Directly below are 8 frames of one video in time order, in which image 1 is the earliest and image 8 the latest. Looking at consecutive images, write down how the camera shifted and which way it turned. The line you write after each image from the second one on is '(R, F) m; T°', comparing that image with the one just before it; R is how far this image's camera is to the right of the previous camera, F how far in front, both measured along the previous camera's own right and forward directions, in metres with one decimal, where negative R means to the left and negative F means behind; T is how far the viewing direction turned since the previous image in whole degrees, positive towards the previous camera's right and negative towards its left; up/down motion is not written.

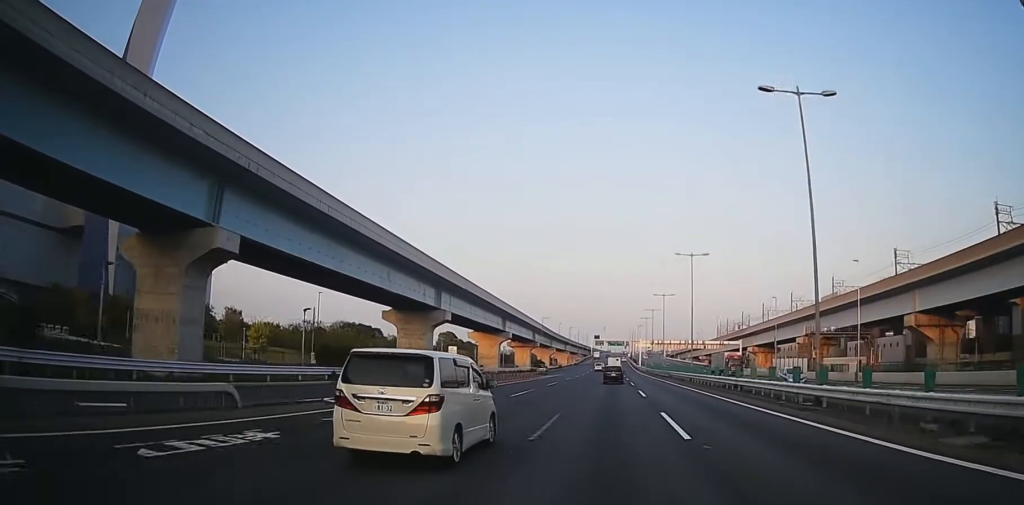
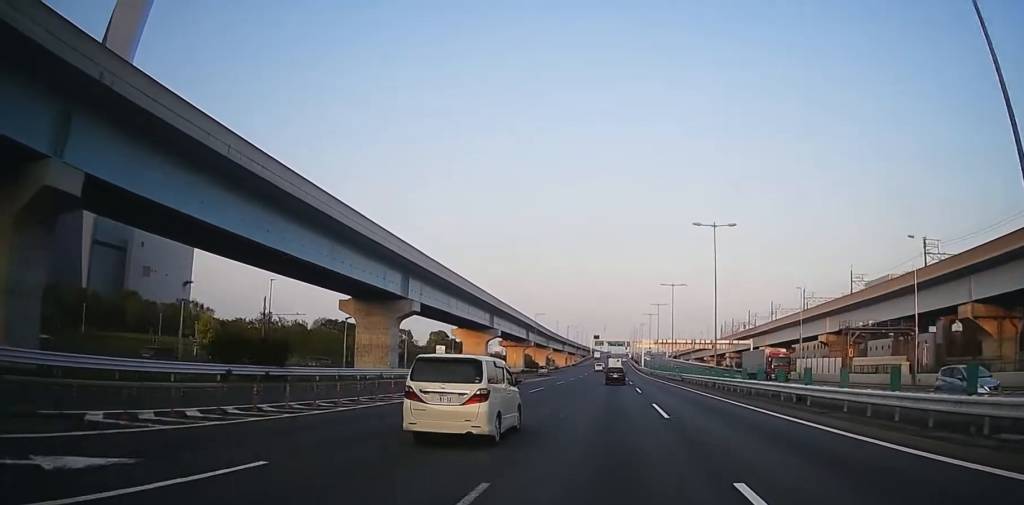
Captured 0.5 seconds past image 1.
(0.0, +11.9) m; 0°
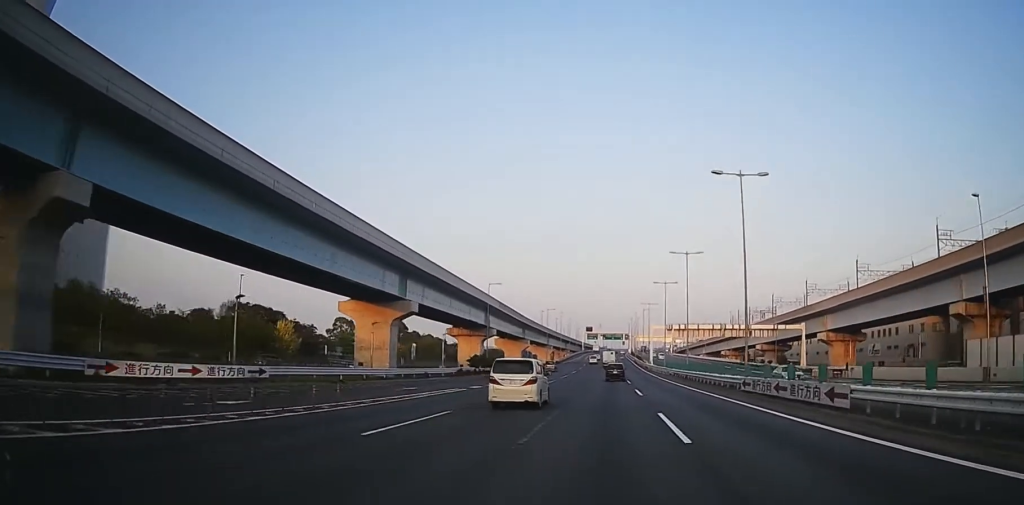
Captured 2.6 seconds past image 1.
(+0.4, +46.7) m; +1°
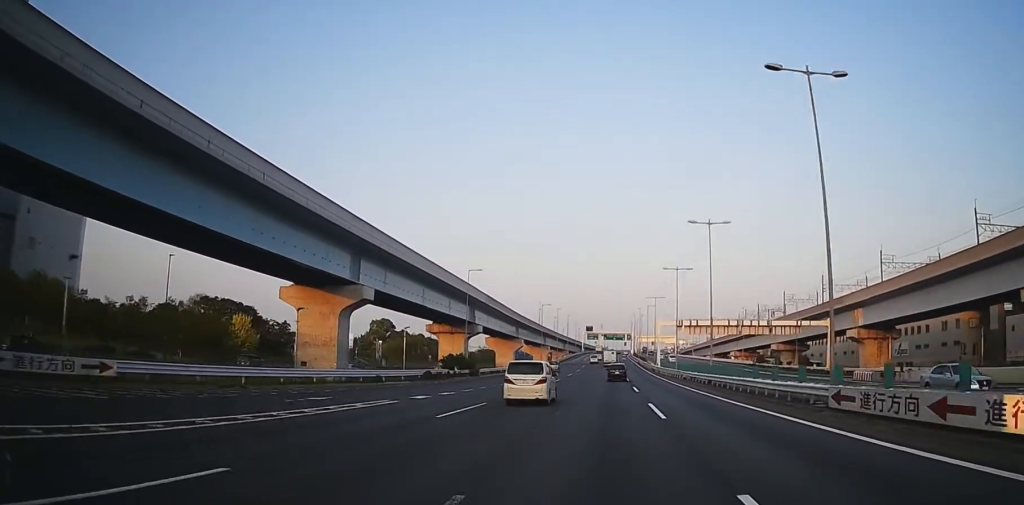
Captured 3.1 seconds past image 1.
(0.0, +12.0) m; 0°
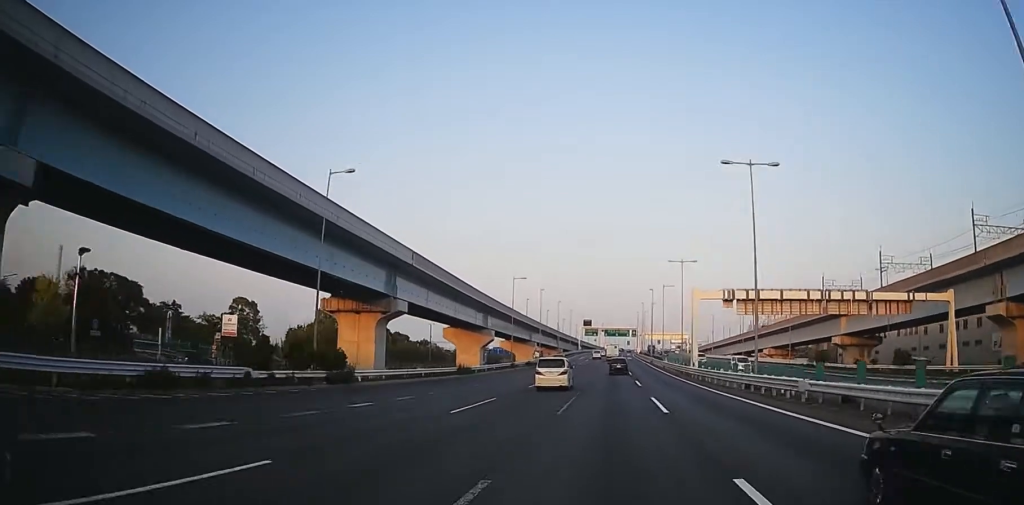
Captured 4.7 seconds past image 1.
(0.0, +38.5) m; 0°
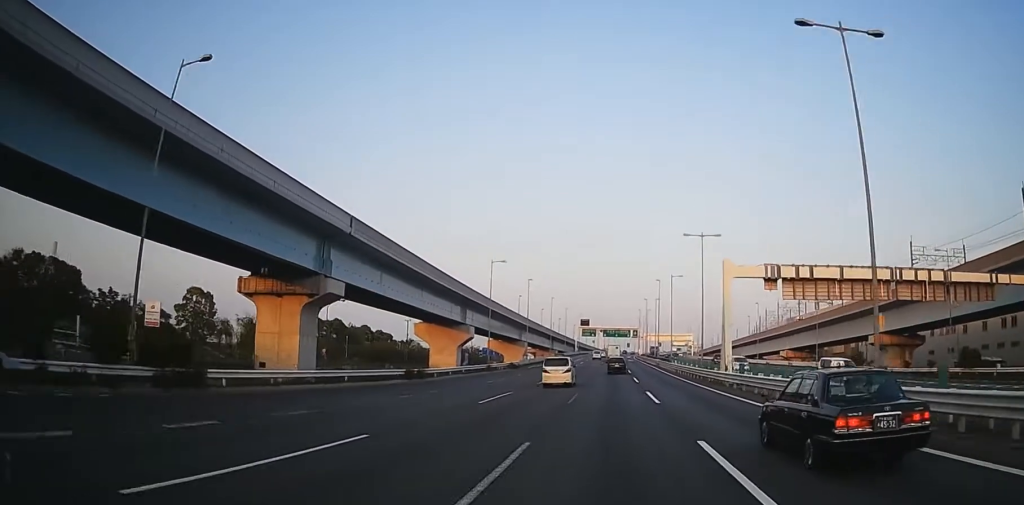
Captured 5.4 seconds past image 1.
(0.0, +15.2) m; 0°
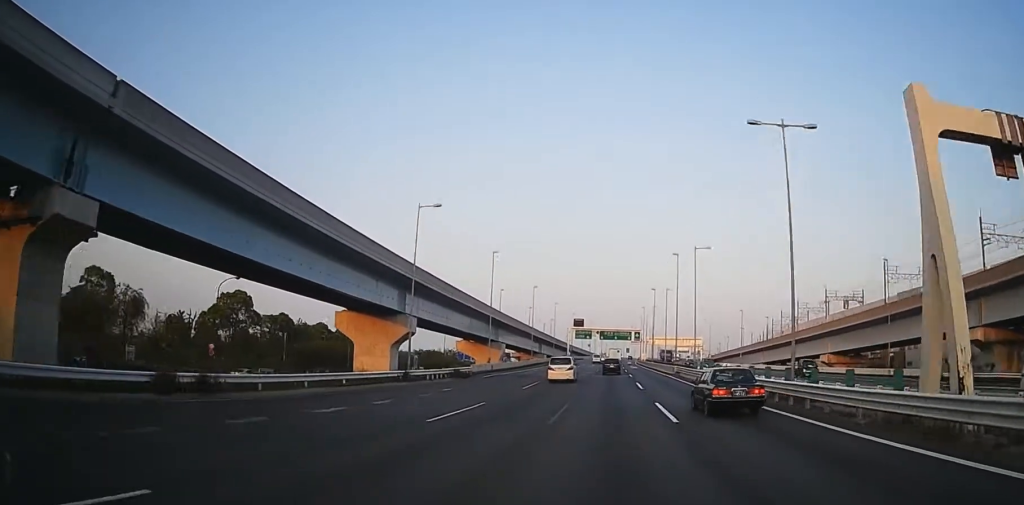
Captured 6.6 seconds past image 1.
(0.0, +26.9) m; 0°
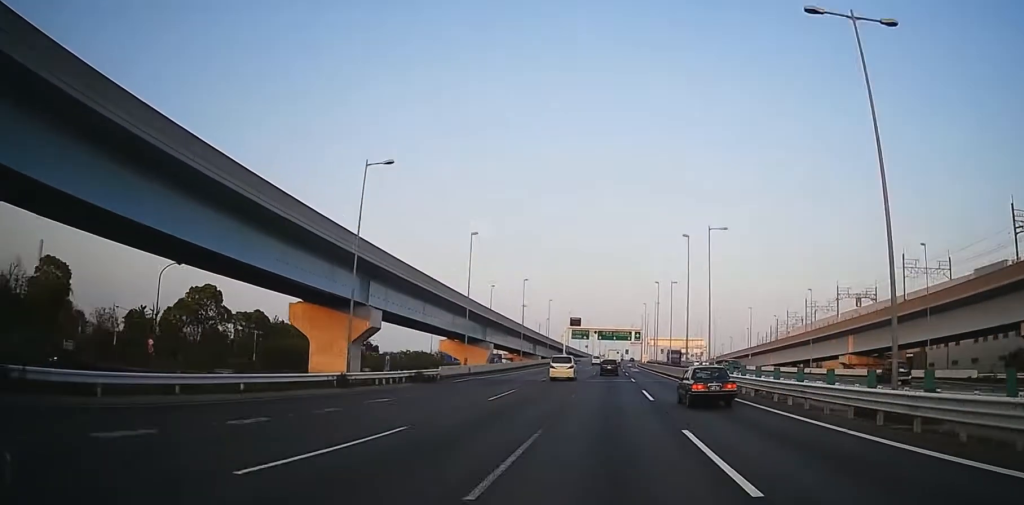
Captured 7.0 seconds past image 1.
(0.0, +9.2) m; 0°
